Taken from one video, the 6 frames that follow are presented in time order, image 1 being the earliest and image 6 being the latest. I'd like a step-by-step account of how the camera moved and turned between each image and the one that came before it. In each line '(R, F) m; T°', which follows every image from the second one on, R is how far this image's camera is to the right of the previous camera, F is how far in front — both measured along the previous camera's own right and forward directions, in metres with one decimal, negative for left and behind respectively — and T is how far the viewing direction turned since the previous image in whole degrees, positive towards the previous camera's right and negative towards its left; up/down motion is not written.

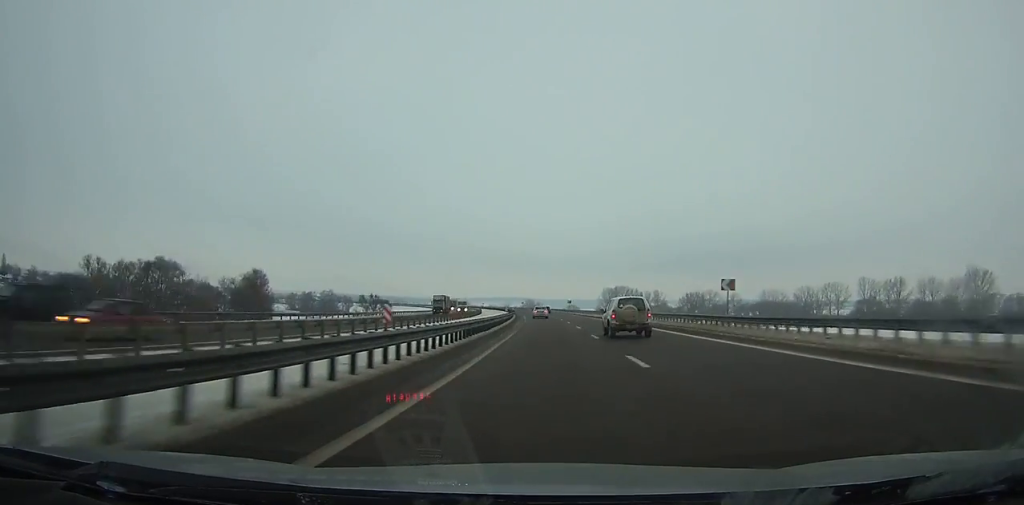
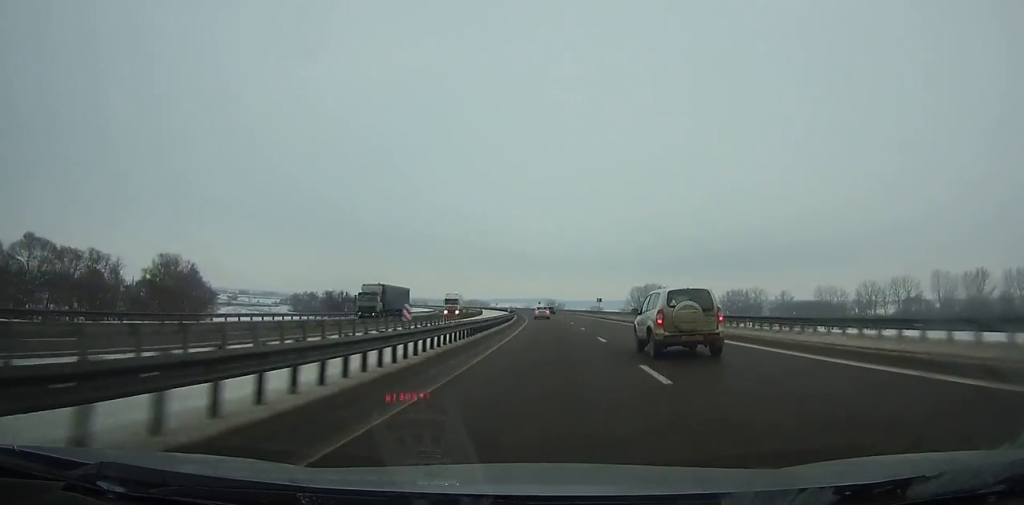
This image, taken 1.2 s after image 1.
(-0.4, +38.5) m; -2°
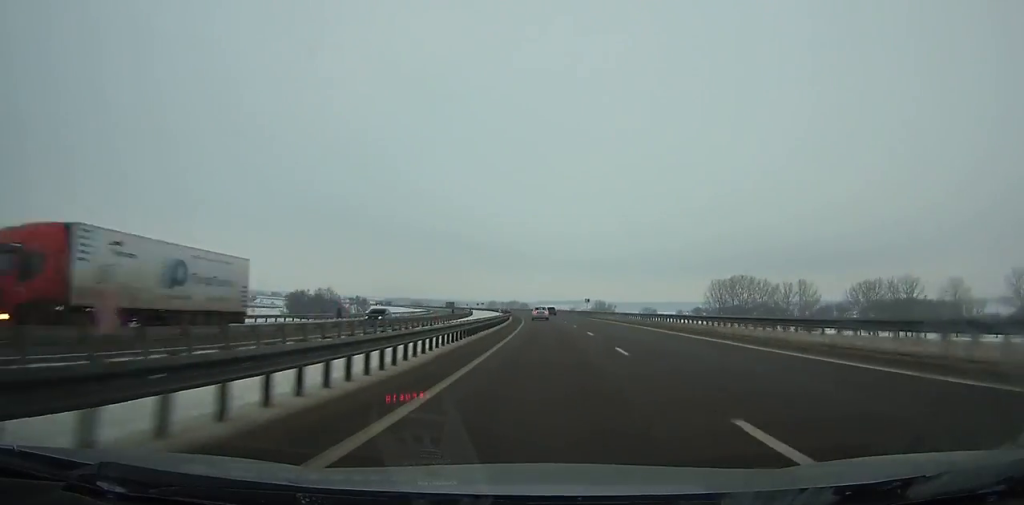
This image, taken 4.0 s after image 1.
(-3.8, +90.0) m; -5°
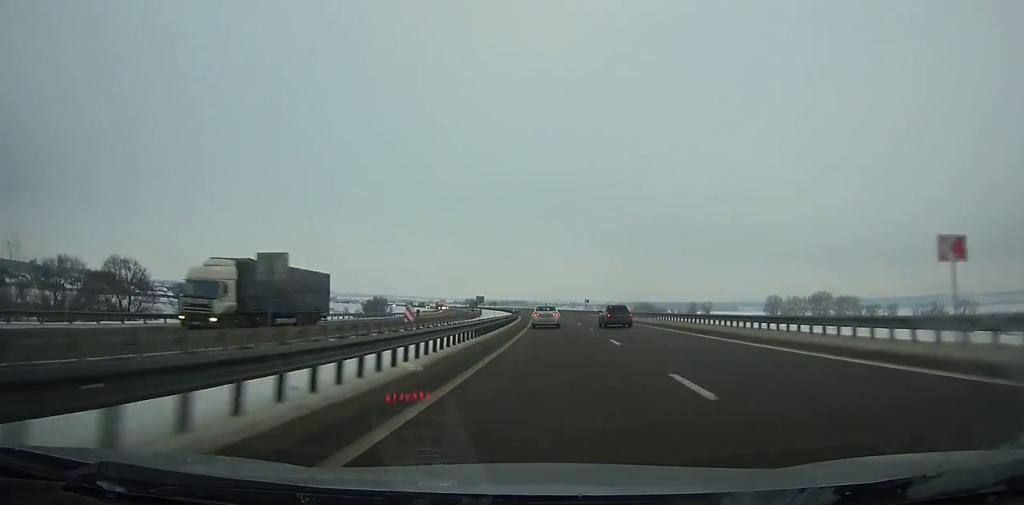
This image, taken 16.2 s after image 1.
(-73.9, +385.4) m; -22°
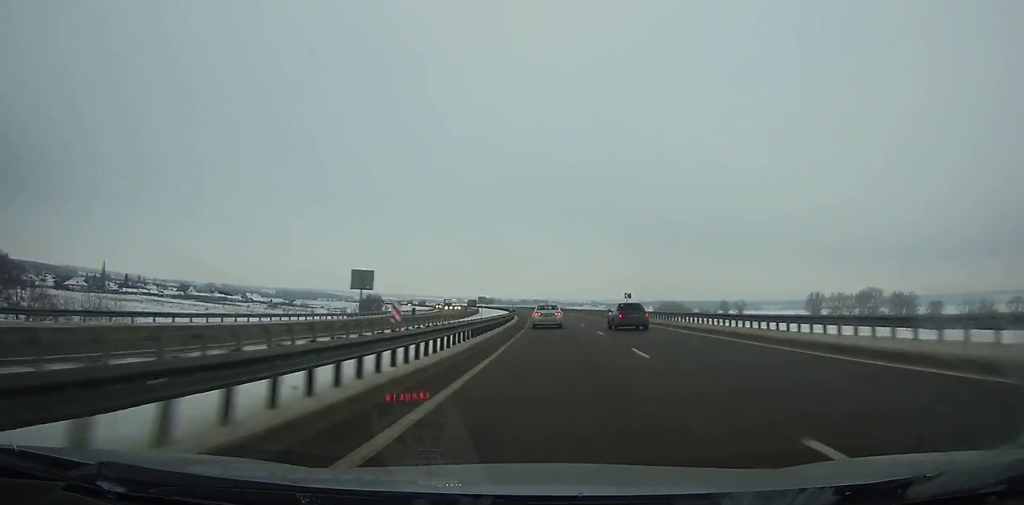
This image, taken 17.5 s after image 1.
(-1.1, +41.5) m; -2°
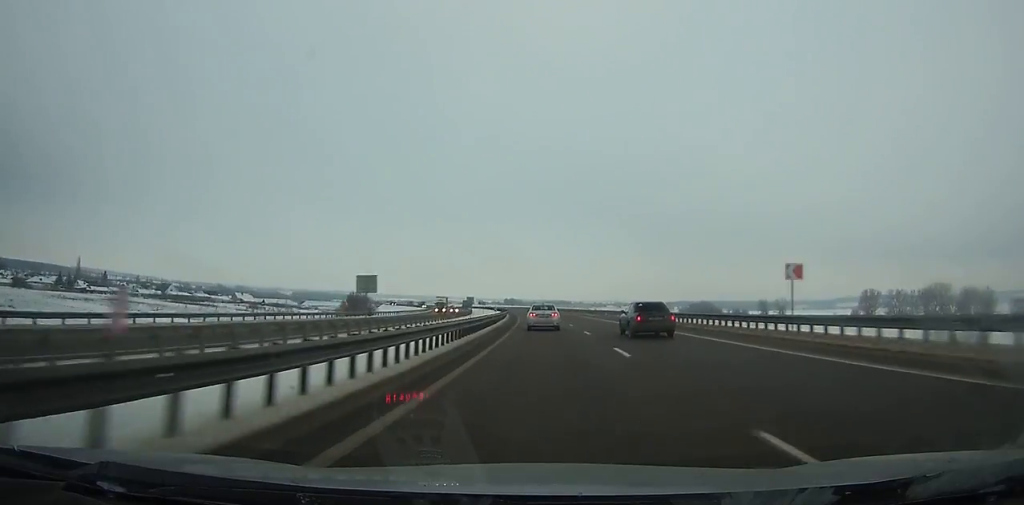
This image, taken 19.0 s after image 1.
(-0.7, +47.8) m; -3°
